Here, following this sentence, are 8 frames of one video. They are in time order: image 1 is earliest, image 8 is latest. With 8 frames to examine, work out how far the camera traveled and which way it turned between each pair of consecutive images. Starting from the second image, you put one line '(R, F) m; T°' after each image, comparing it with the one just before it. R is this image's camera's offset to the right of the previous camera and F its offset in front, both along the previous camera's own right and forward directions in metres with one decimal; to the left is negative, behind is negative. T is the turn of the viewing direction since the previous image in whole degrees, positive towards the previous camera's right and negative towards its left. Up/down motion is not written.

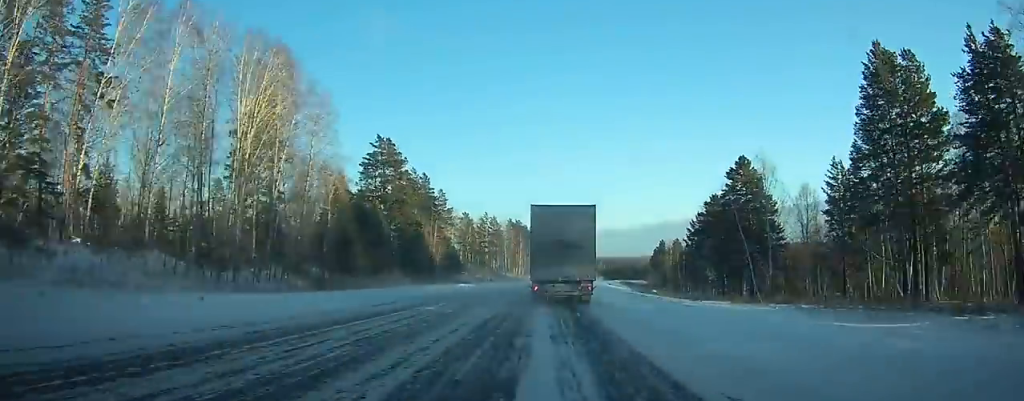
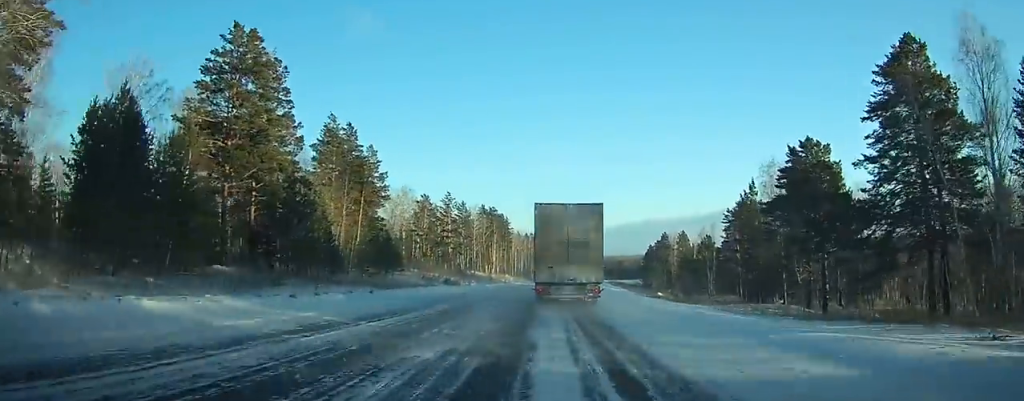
(+0.6, +45.7) m; +1°
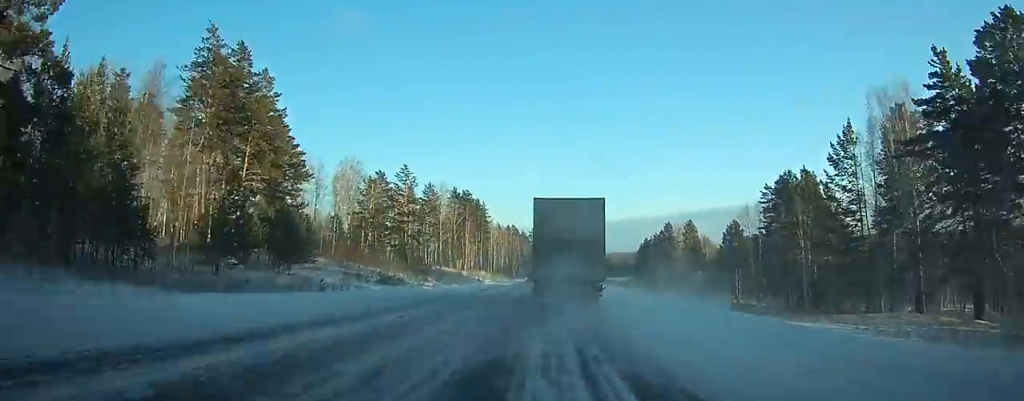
(+0.2, +34.2) m; +1°
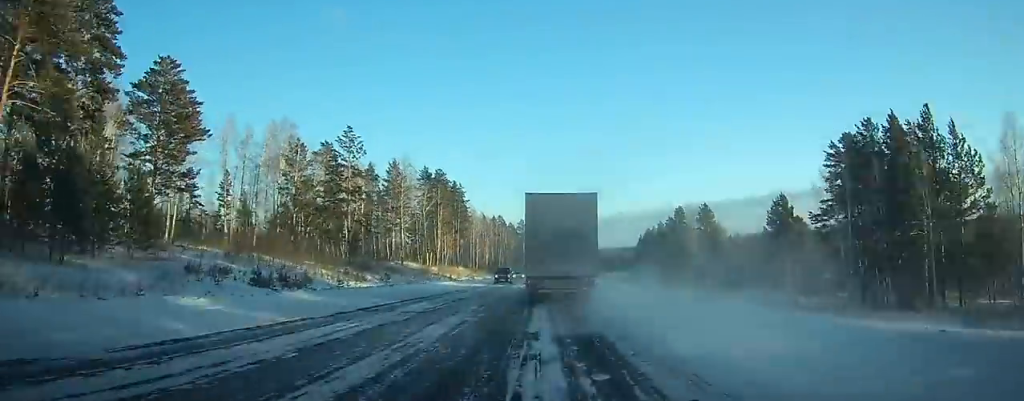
(+0.2, +30.4) m; +1°
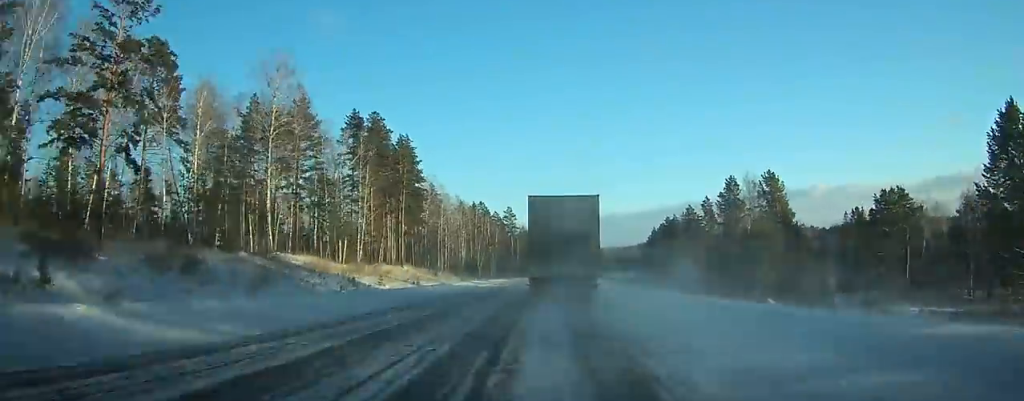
(+0.8, +53.8) m; +2°
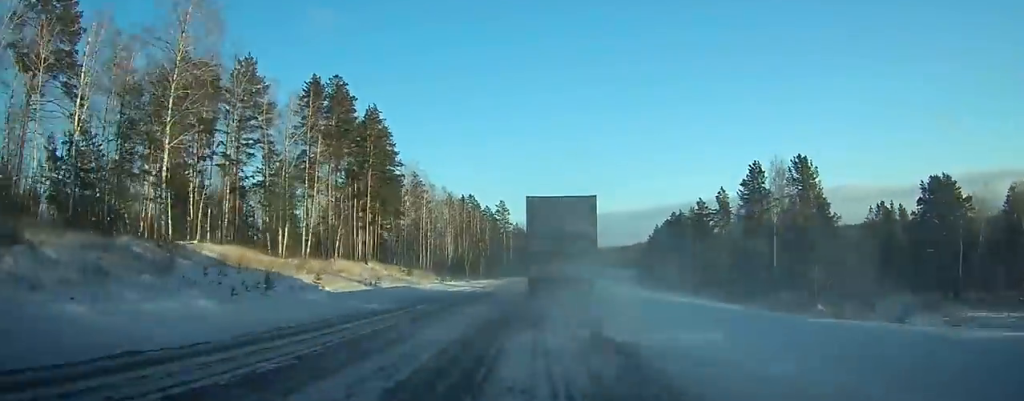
(+0.1, +16.8) m; 0°
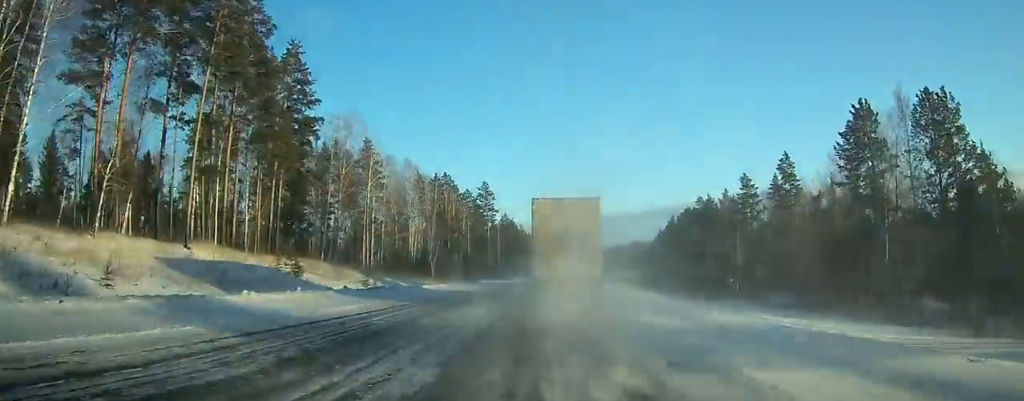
(+0.3, +39.0) m; +1°
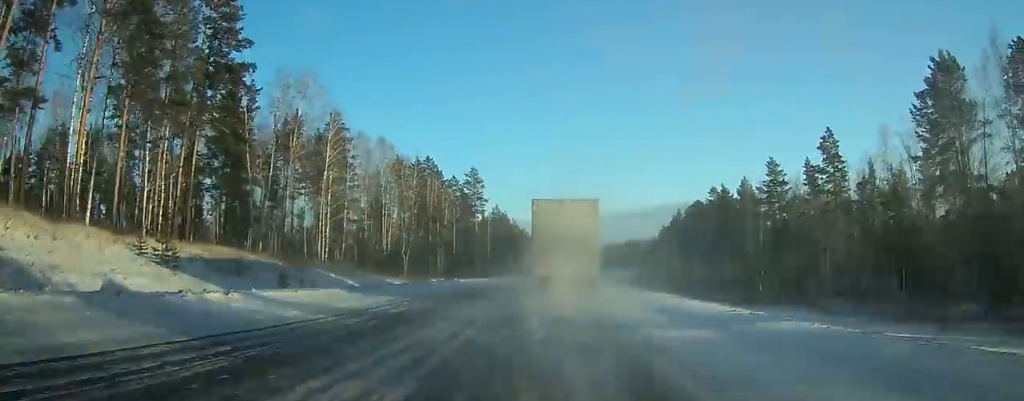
(0.0, +17.0) m; 0°
